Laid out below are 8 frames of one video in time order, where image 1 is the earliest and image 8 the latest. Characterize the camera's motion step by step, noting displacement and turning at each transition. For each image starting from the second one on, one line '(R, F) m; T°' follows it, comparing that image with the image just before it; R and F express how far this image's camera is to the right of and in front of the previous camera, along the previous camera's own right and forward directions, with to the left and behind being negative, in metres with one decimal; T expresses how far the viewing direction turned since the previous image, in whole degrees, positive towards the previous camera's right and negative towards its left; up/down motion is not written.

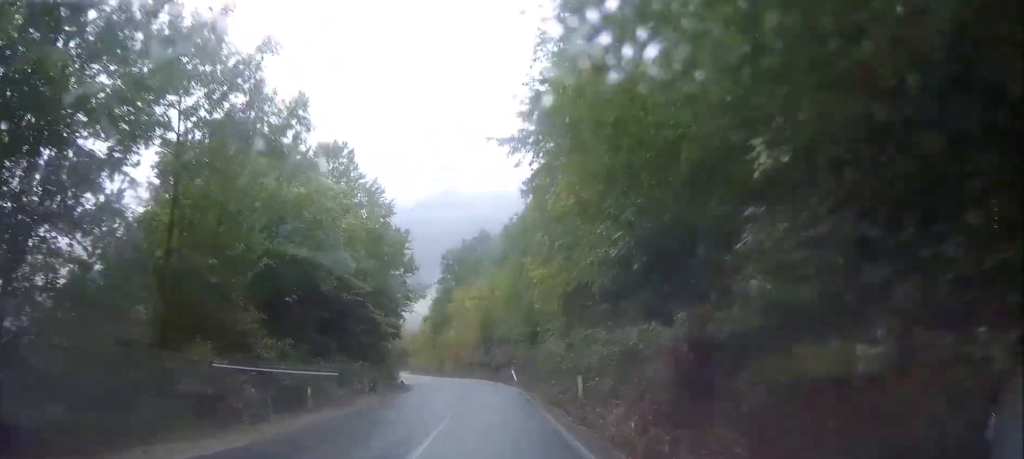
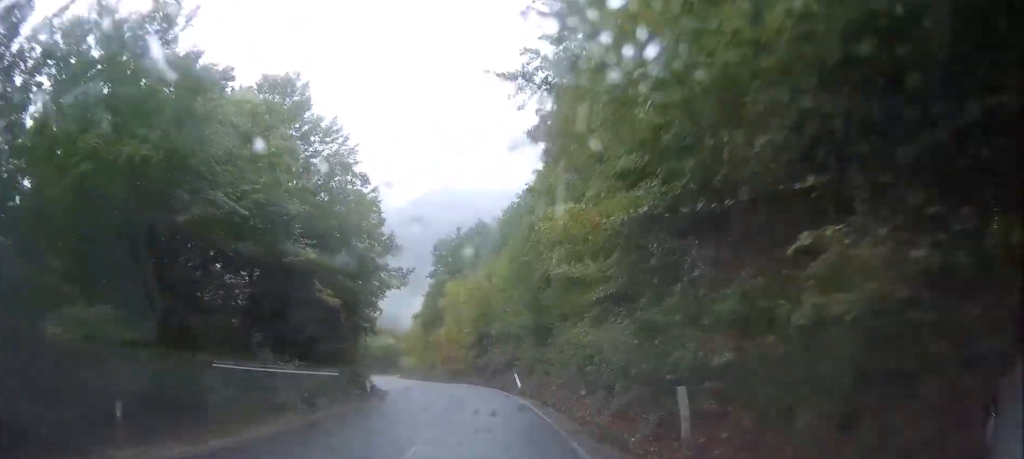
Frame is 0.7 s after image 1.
(0.0, +9.7) m; -1°
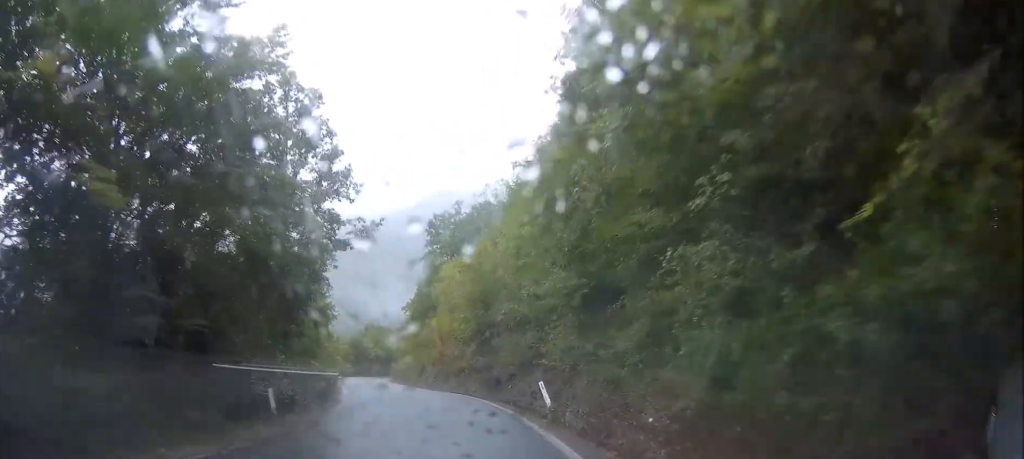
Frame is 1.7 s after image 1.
(-0.3, +14.7) m; -4°
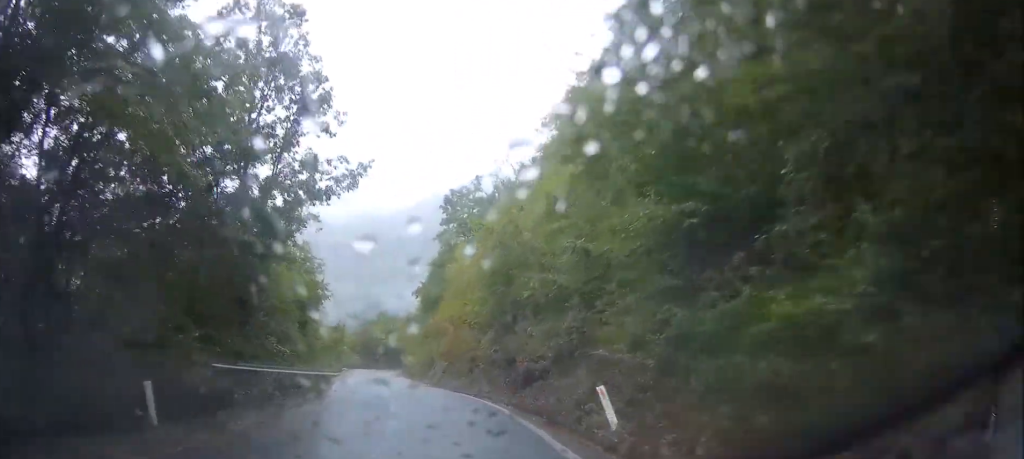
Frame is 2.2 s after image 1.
(-0.3, +7.4) m; -2°
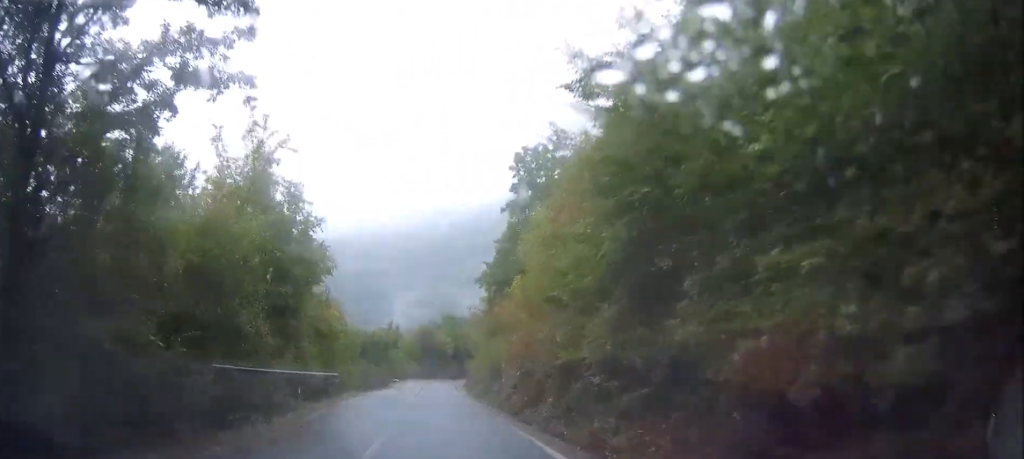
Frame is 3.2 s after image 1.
(-0.6, +14.6) m; -4°
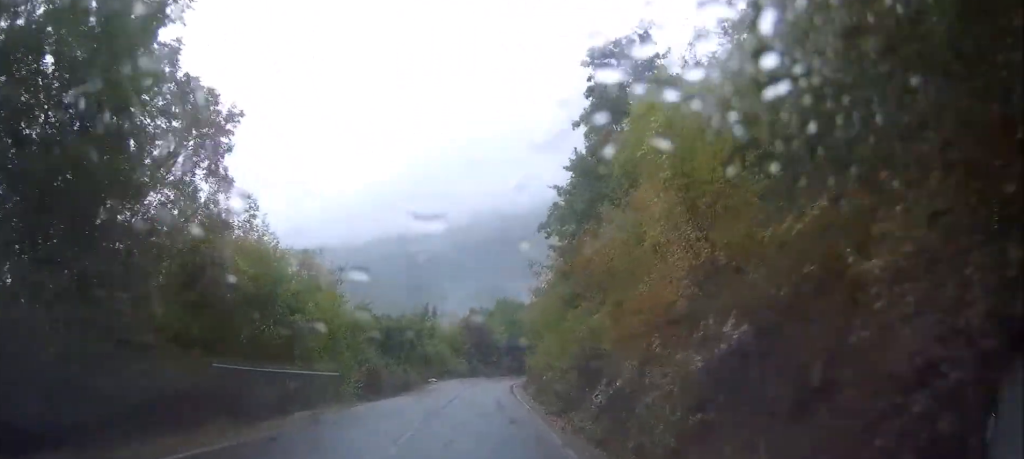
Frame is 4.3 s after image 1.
(-0.5, +16.2) m; -3°
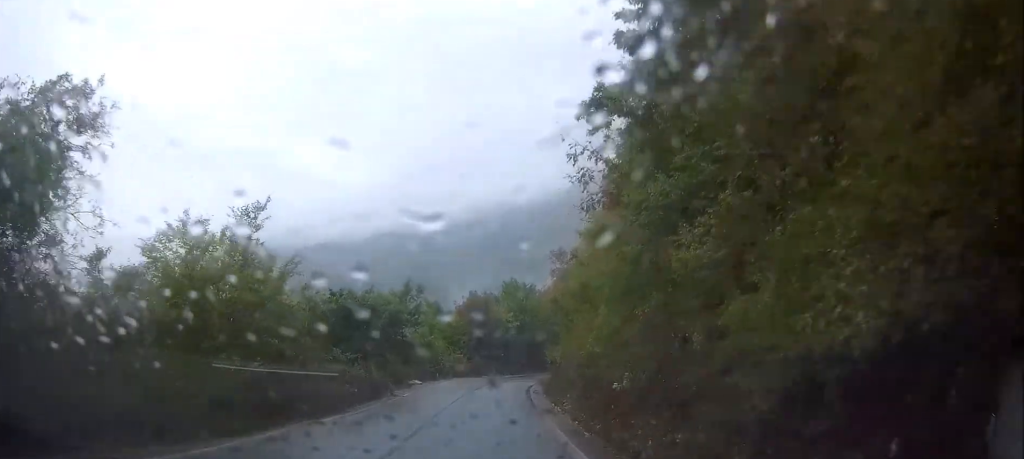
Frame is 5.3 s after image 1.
(-0.2, +14.4) m; +1°
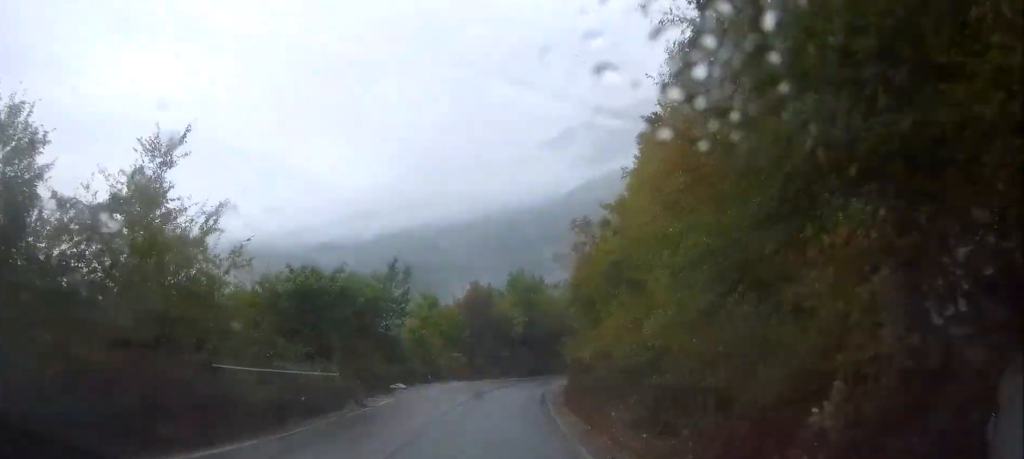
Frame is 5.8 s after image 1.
(+0.1, +7.6) m; +1°
